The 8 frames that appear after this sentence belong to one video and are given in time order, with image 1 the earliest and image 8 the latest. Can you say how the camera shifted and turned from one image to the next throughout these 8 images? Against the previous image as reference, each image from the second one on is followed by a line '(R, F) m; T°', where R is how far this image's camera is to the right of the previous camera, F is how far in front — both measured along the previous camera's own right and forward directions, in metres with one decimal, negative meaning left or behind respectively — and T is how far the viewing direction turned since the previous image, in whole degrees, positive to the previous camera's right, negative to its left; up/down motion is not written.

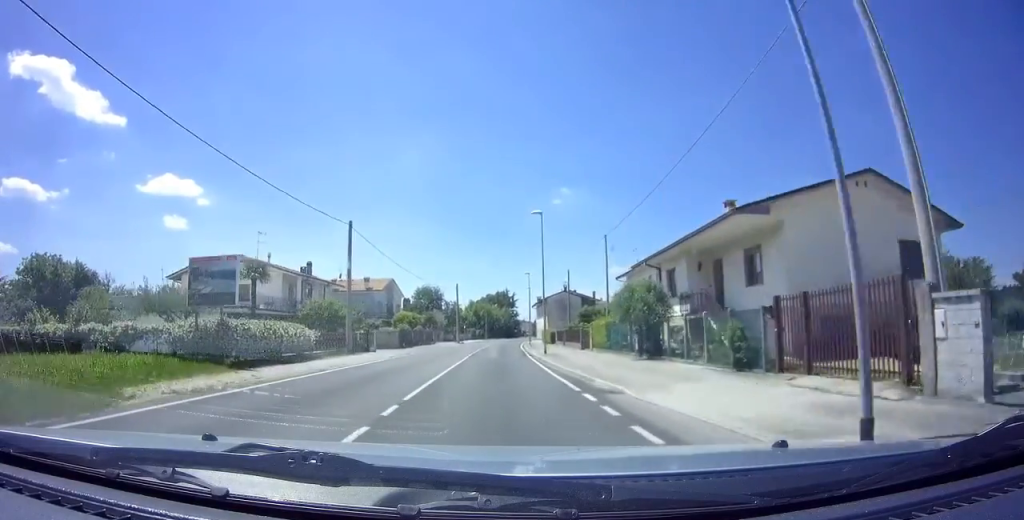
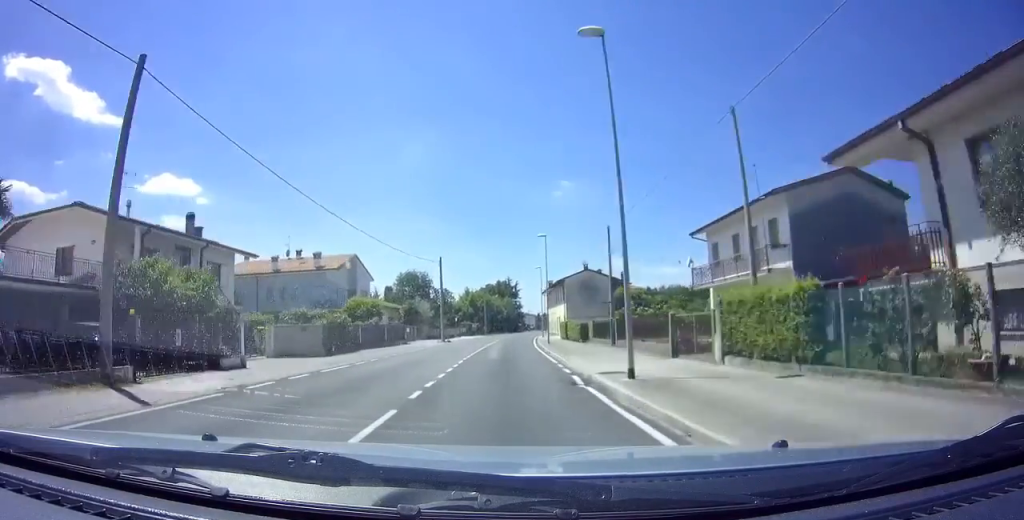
(+0.4, +19.7) m; +2°
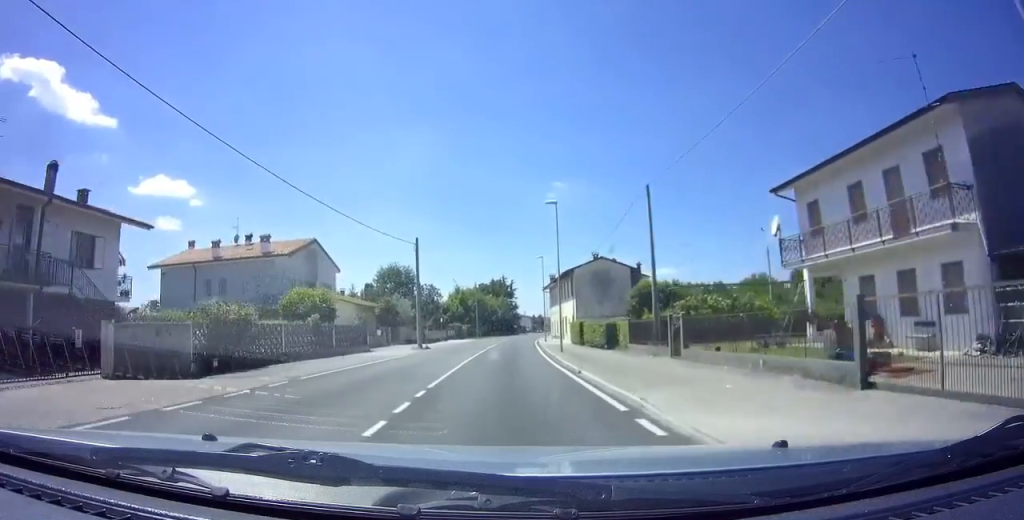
(0.0, +10.6) m; 0°
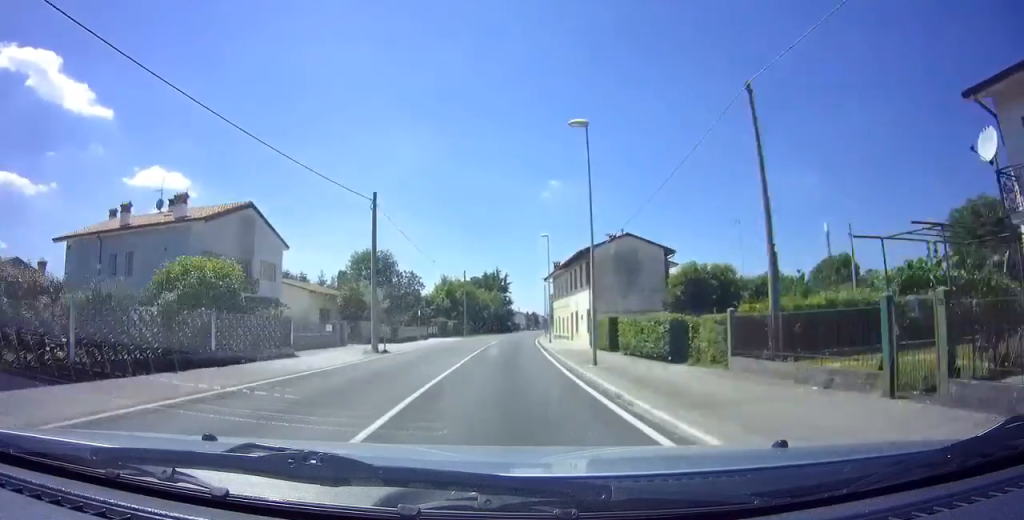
(0.0, +11.1) m; 0°
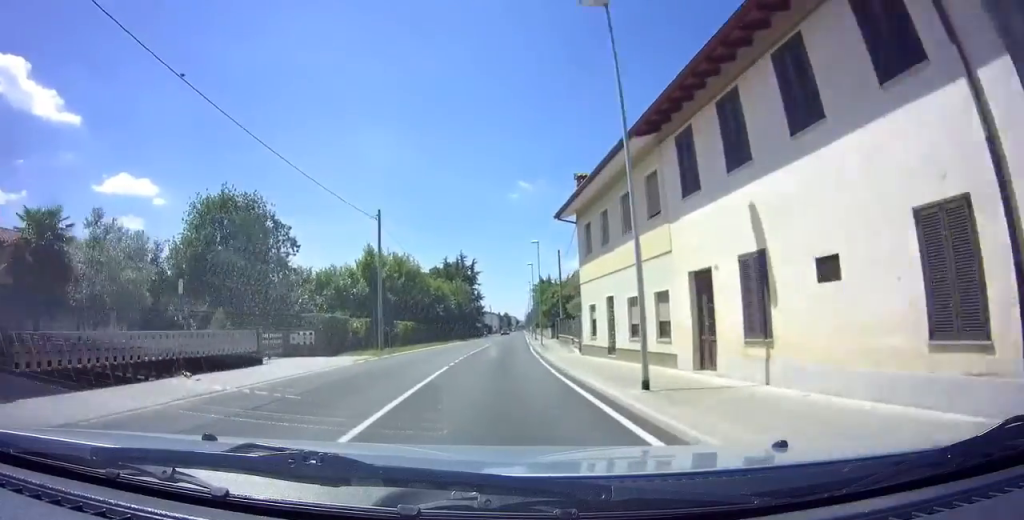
(+0.9, +32.3) m; +3°
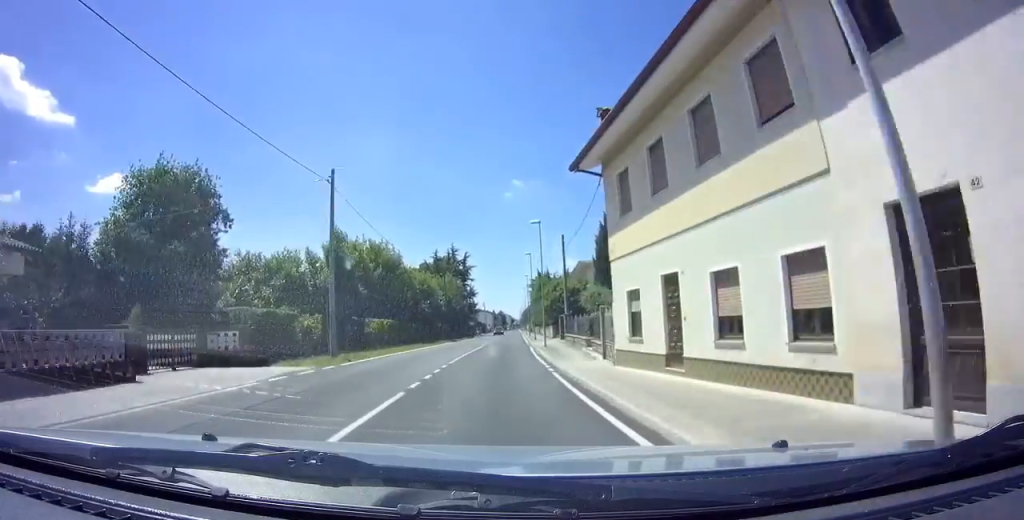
(0.0, +7.2) m; 0°
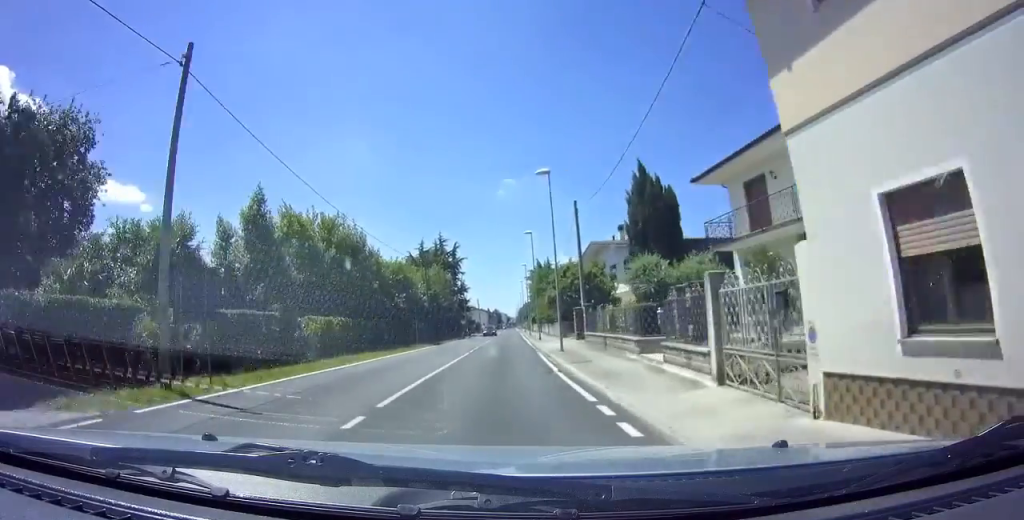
(0.0, +11.2) m; +1°
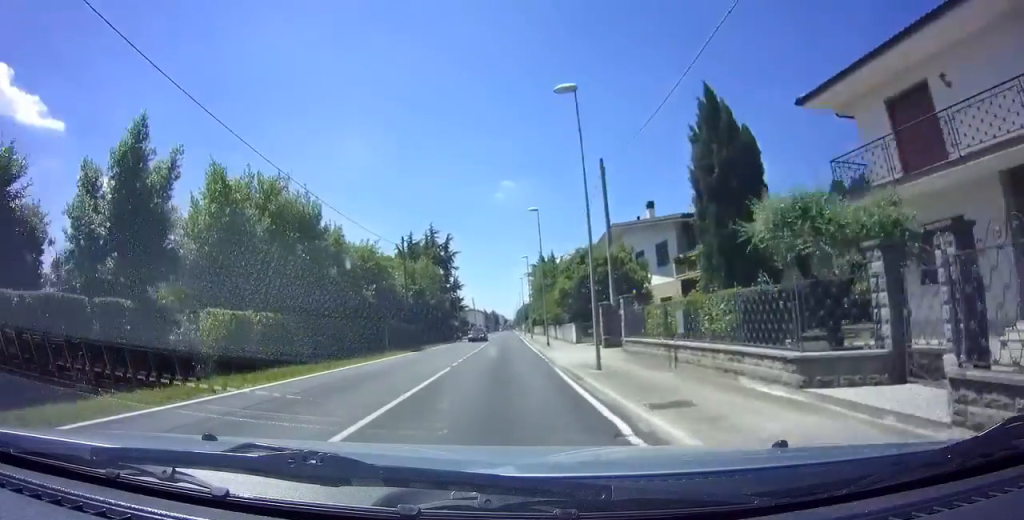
(-0.1, +8.4) m; +1°
